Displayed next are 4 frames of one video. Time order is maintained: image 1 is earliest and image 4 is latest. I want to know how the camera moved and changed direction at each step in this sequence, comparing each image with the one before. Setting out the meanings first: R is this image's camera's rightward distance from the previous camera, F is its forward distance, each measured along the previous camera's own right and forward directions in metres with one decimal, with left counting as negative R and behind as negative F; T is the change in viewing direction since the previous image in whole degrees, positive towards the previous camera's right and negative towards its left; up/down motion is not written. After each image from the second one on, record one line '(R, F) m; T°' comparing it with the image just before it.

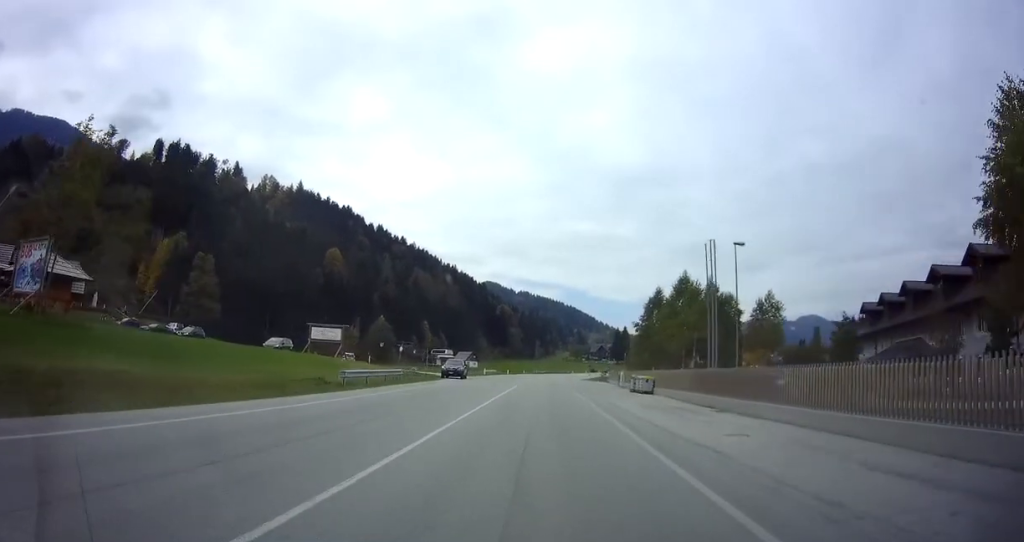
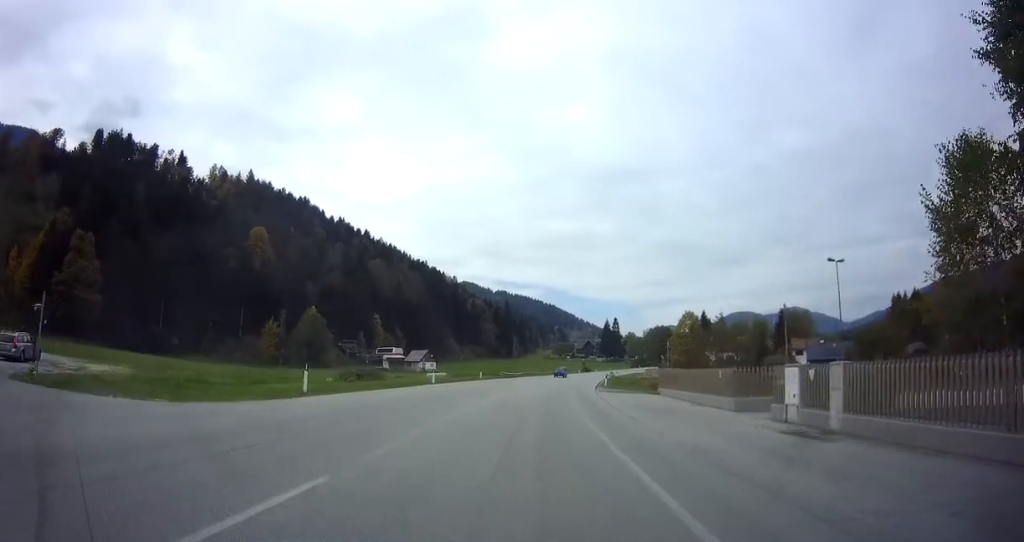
(+0.7, +47.8) m; +2°
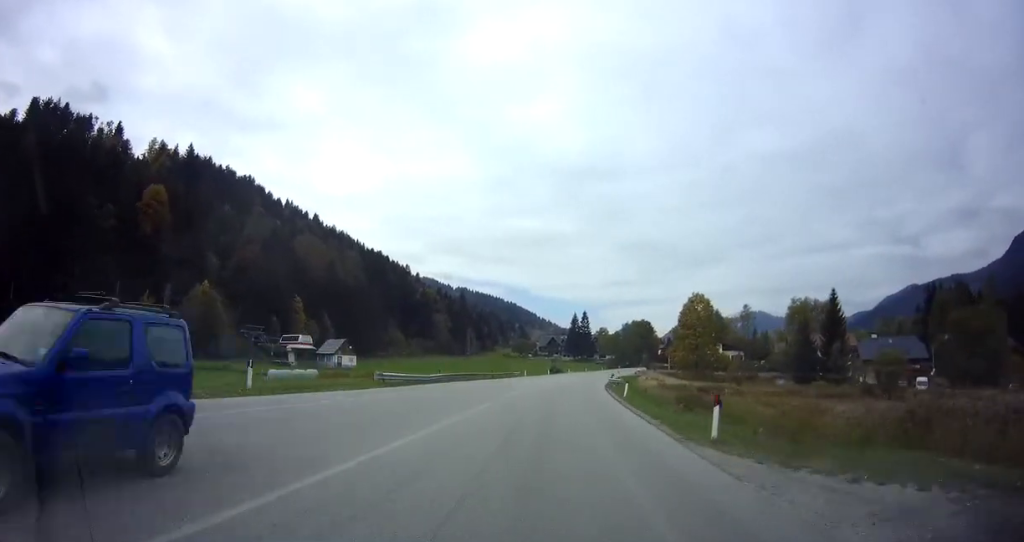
(+0.9, +39.1) m; +3°
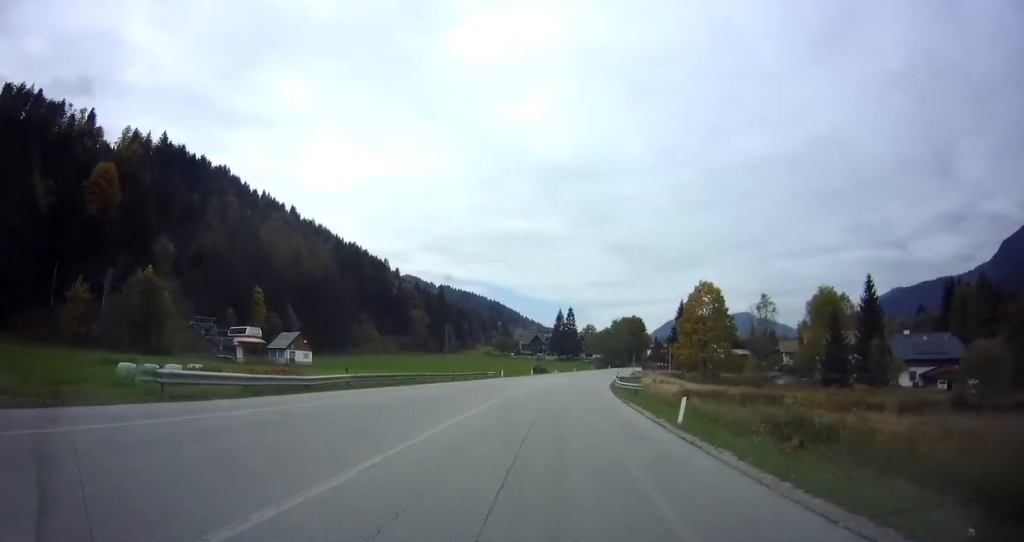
(+0.2, +15.5) m; +3°
